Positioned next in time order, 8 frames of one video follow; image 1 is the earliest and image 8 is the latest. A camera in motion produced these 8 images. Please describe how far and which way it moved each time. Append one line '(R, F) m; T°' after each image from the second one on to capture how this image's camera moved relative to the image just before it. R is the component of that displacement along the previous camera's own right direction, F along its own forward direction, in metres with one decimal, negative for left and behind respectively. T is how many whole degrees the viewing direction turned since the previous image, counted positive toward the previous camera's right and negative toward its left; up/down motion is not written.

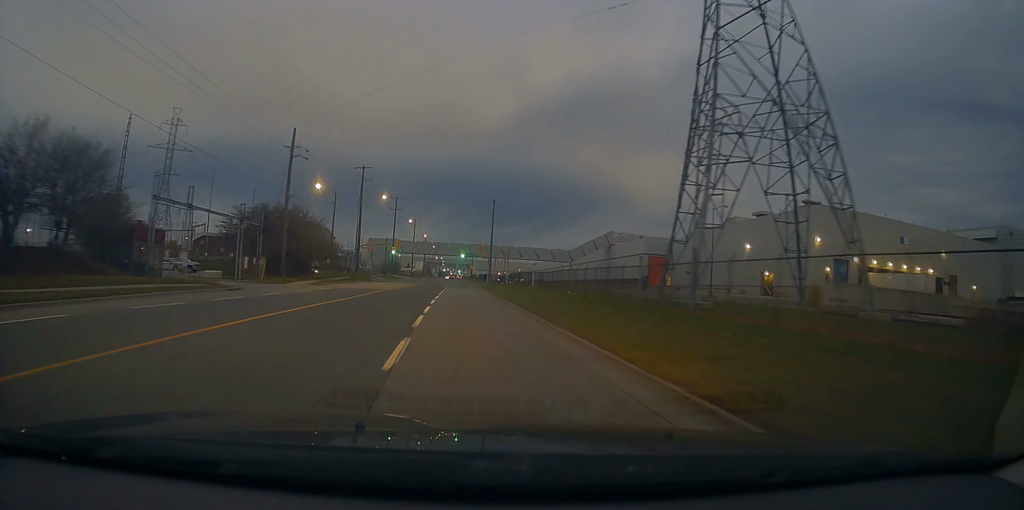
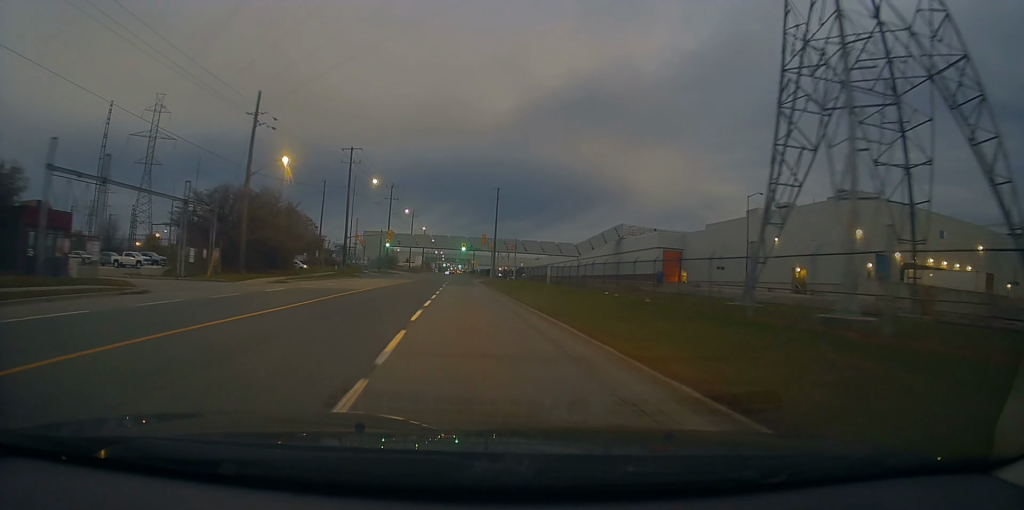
(0.0, +10.6) m; 0°
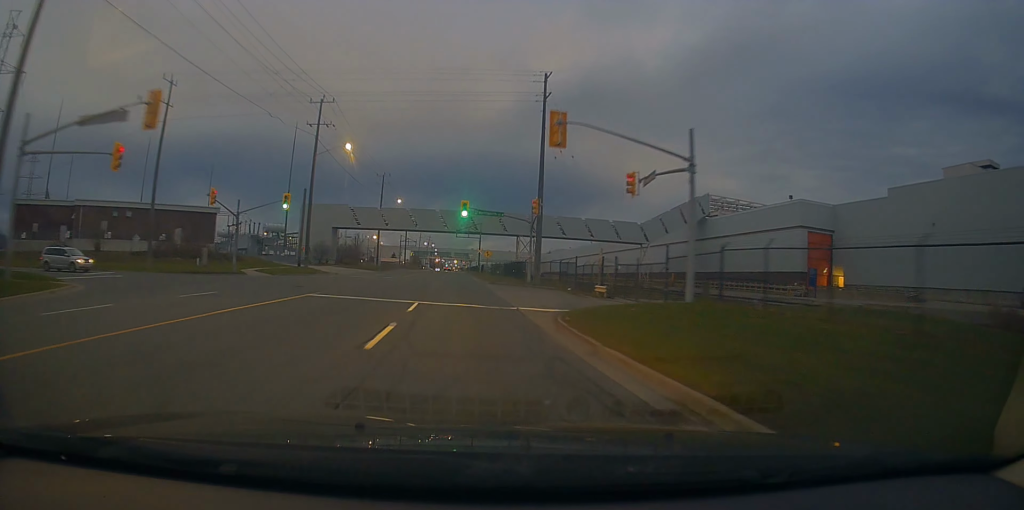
(+0.6, +62.5) m; 0°
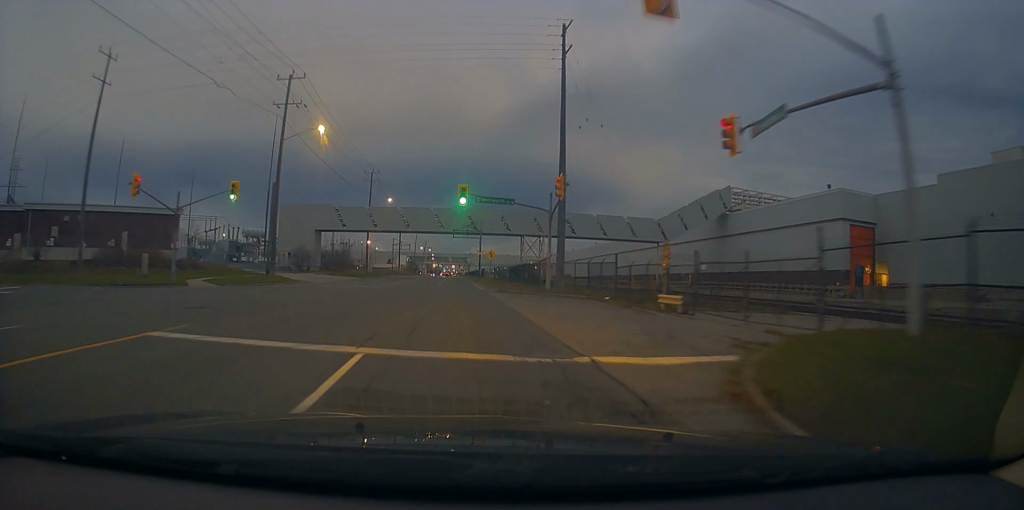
(-0.3, +10.7) m; 0°
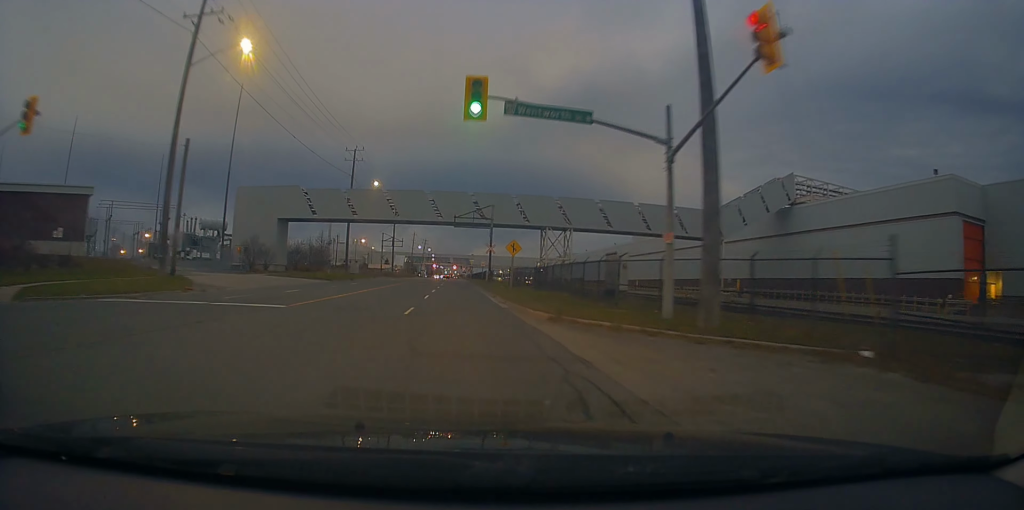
(+0.3, +20.0) m; -1°
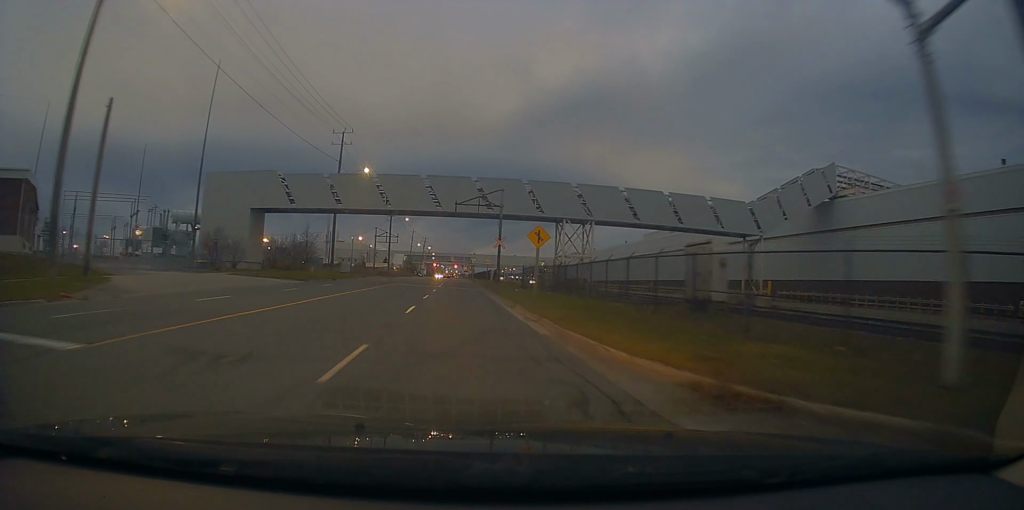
(-0.3, +10.0) m; -1°
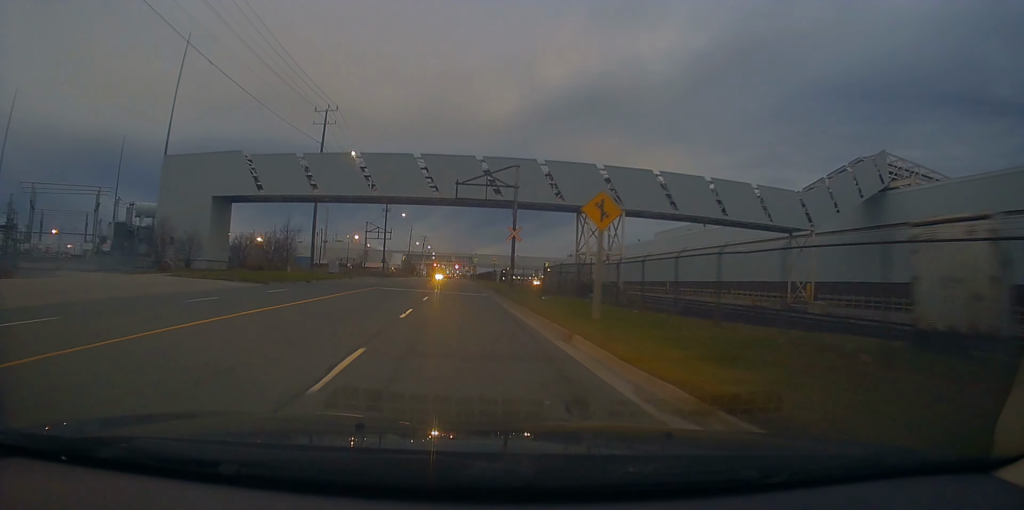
(-0.1, +10.5) m; 0°
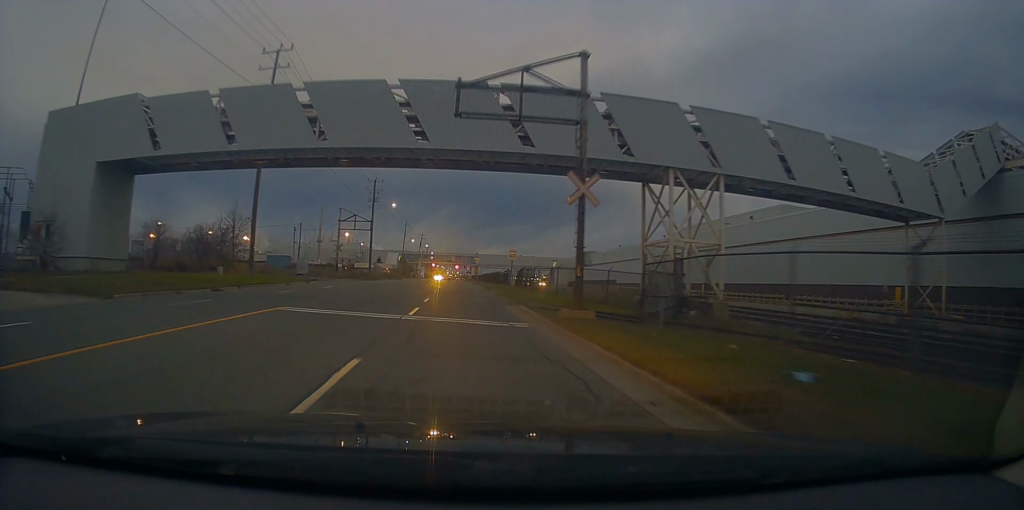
(+0.1, +18.7) m; +1°
